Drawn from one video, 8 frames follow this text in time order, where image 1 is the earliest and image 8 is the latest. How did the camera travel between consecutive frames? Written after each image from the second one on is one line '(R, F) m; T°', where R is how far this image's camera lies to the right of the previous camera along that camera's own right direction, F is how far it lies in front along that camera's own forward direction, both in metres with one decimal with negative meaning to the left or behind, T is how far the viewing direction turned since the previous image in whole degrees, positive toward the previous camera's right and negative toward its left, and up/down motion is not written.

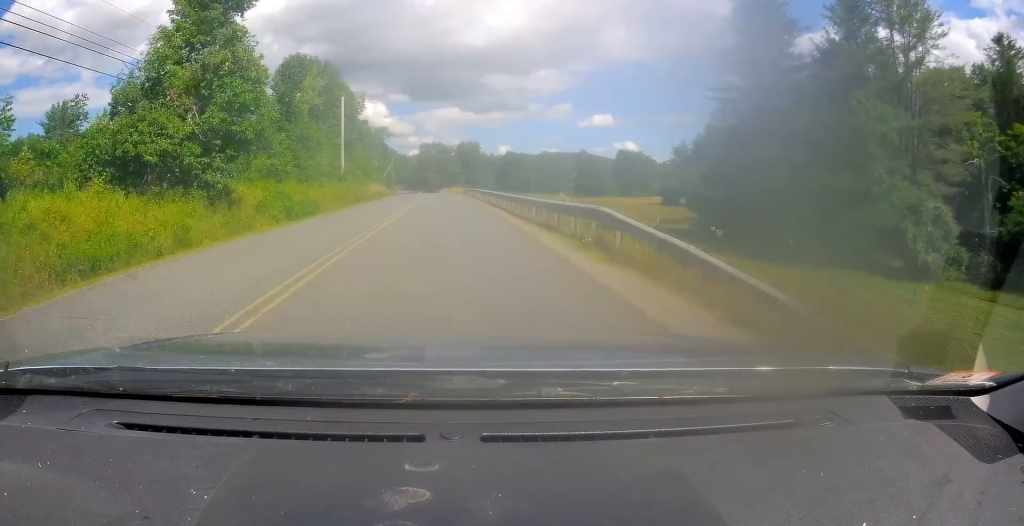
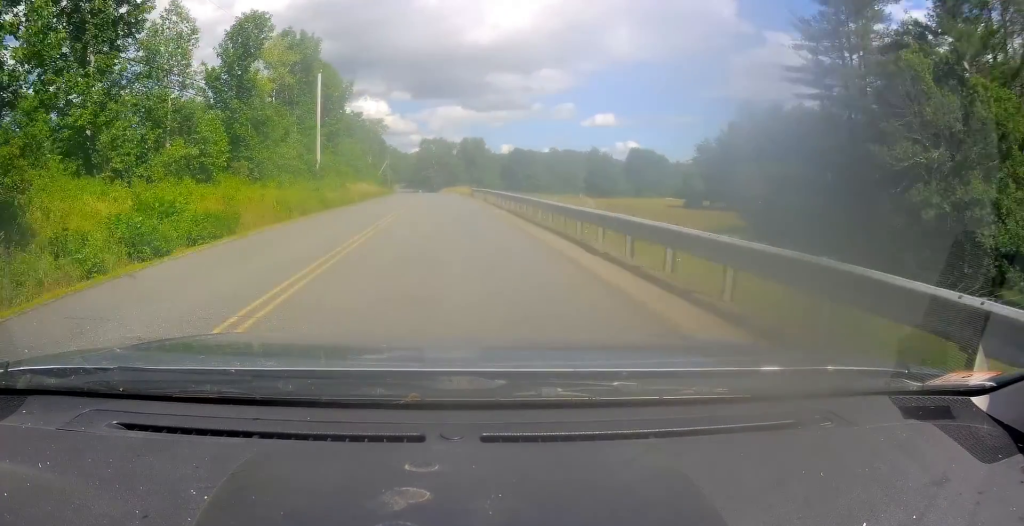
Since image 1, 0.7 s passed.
(-0.4, +12.9) m; -1°
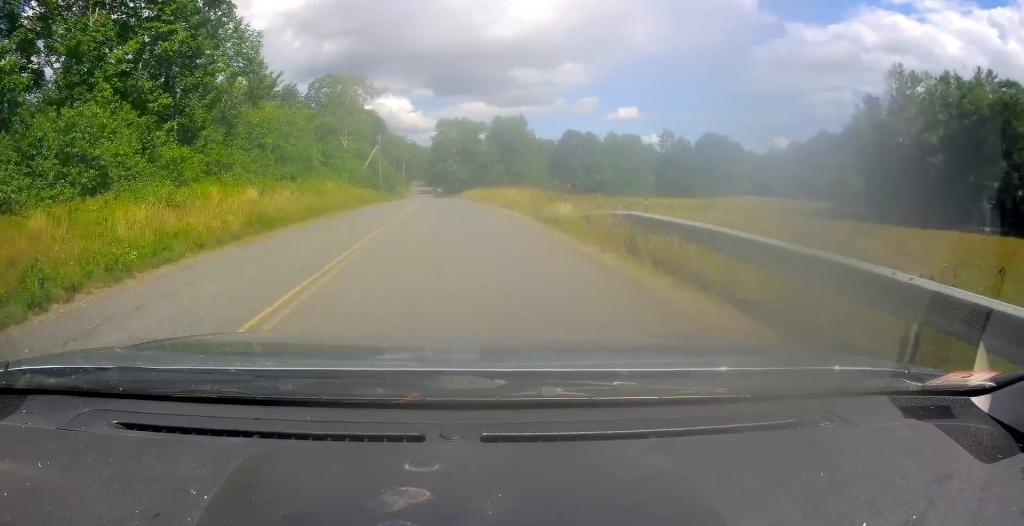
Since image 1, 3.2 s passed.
(-0.9, +48.3) m; 0°
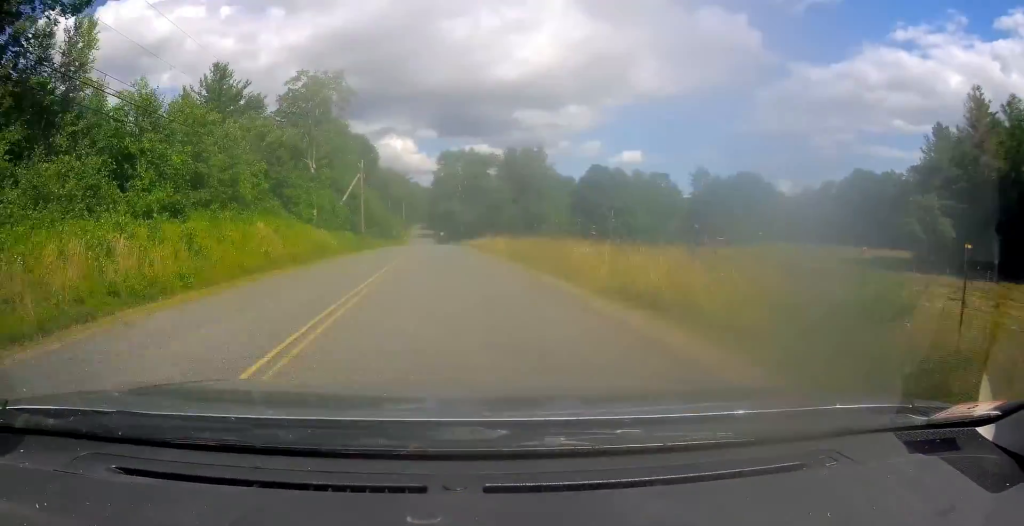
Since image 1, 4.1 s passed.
(+0.5, +18.3) m; -1°
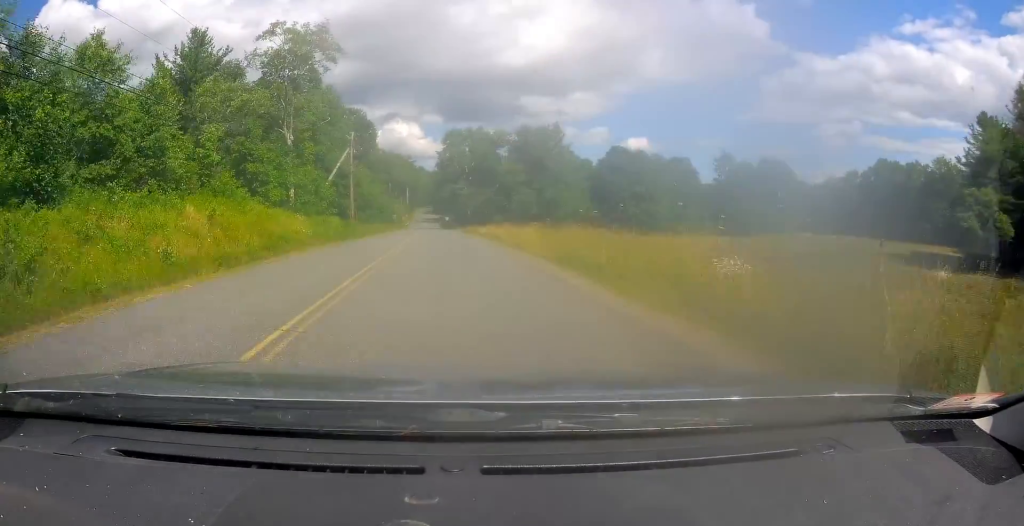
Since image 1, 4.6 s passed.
(-0.5, +9.4) m; 0°
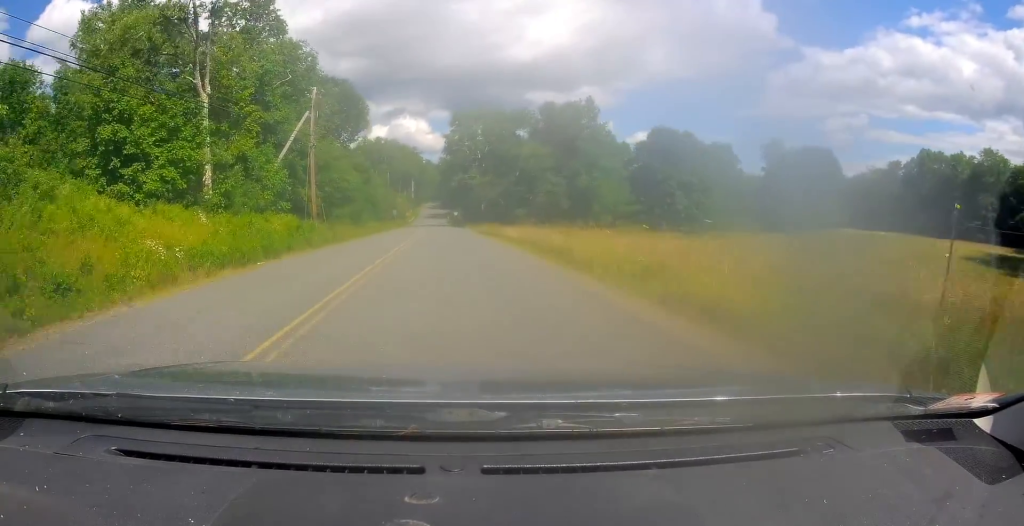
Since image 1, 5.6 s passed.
(-0.2, +17.4) m; 0°
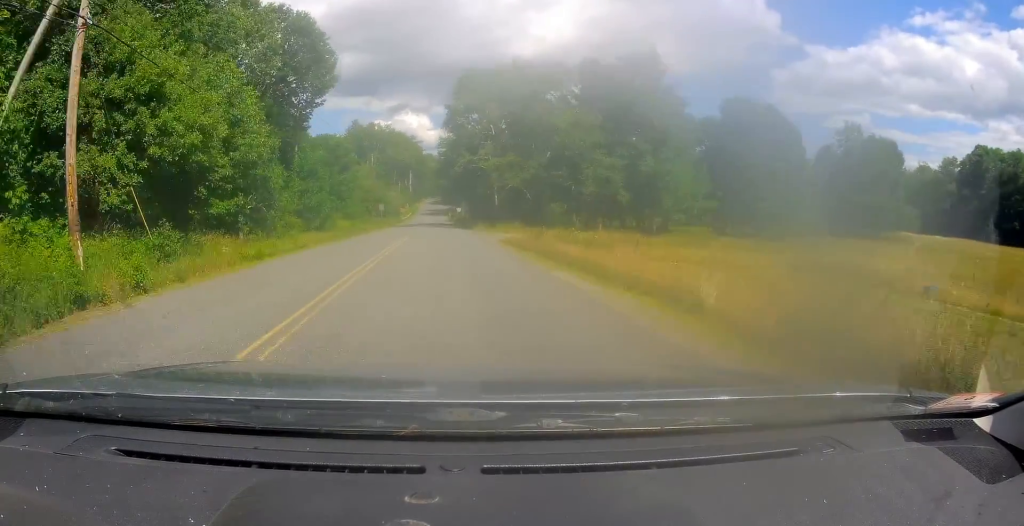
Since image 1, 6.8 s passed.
(-0.1, +22.2) m; 0°
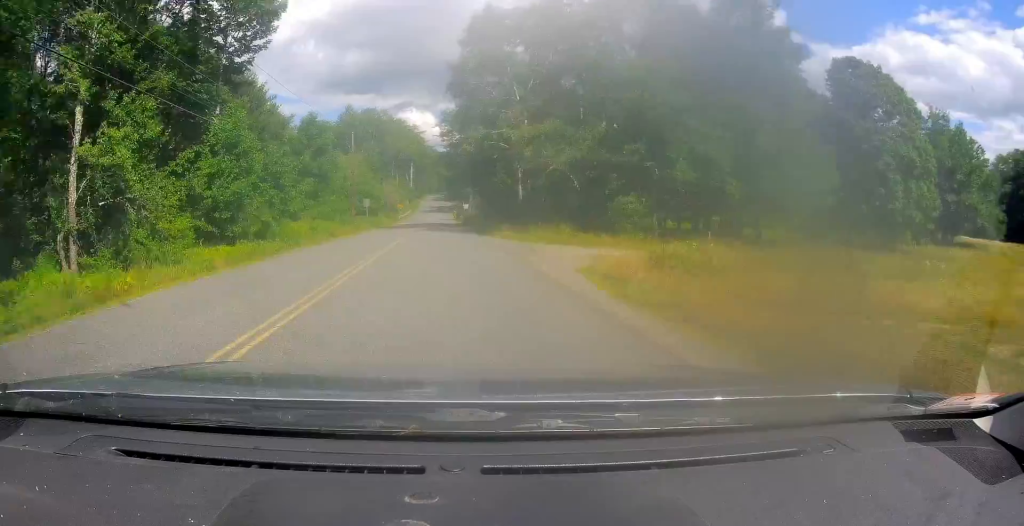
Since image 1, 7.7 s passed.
(+0.1, +17.8) m; 0°
